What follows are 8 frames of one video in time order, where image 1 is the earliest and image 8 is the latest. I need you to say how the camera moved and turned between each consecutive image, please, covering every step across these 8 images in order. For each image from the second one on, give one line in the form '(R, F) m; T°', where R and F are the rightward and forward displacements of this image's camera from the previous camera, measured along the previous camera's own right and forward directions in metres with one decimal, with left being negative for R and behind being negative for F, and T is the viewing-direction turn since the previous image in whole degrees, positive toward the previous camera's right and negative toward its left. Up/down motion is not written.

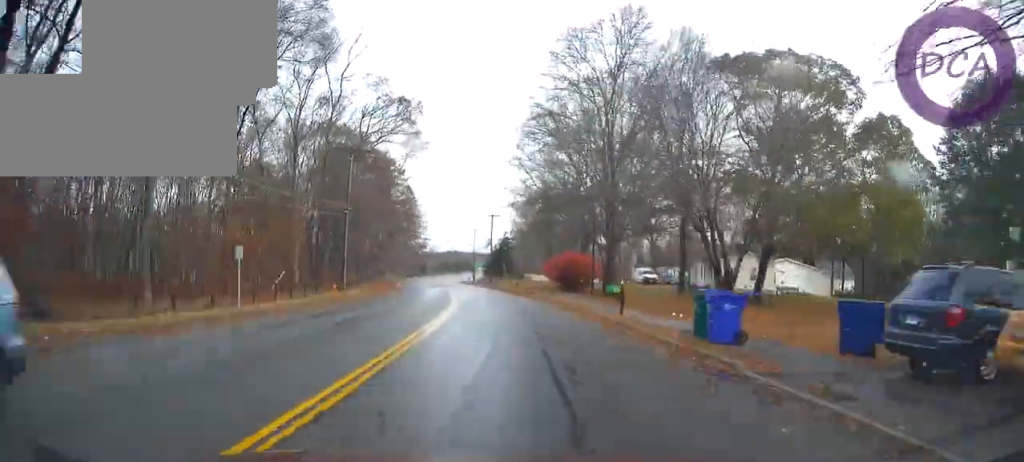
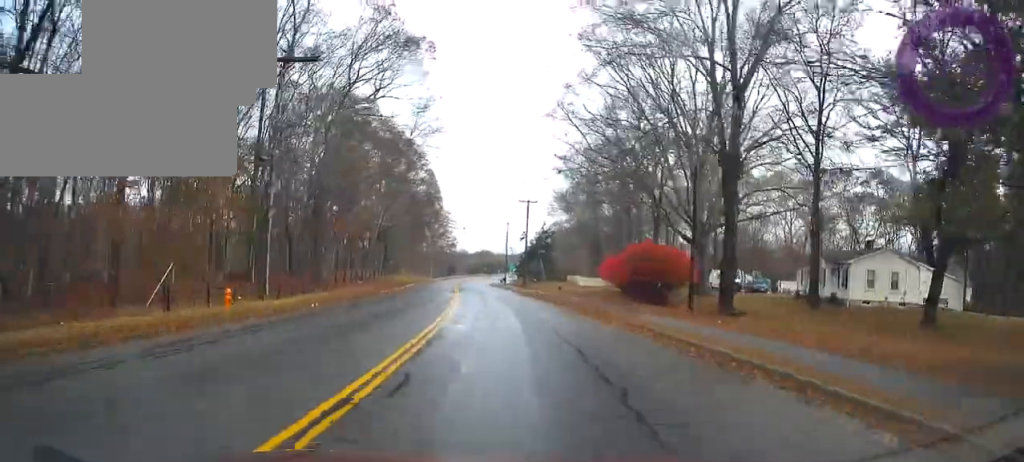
(-0.6, +20.0) m; -4°
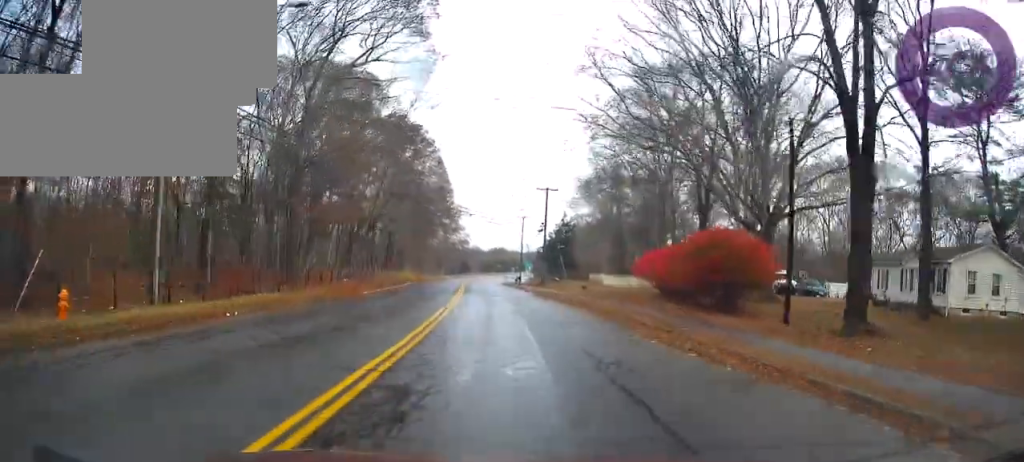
(-0.4, +10.2) m; -2°
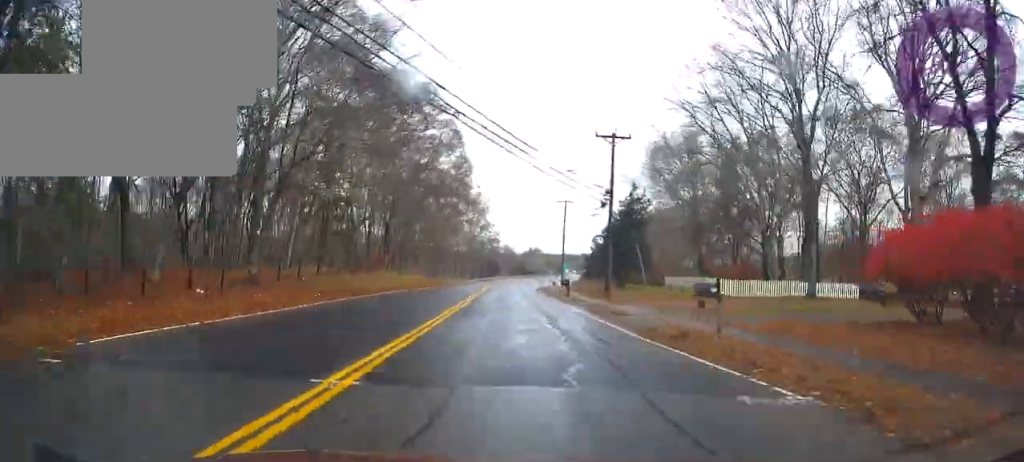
(-1.1, +28.4) m; -4°
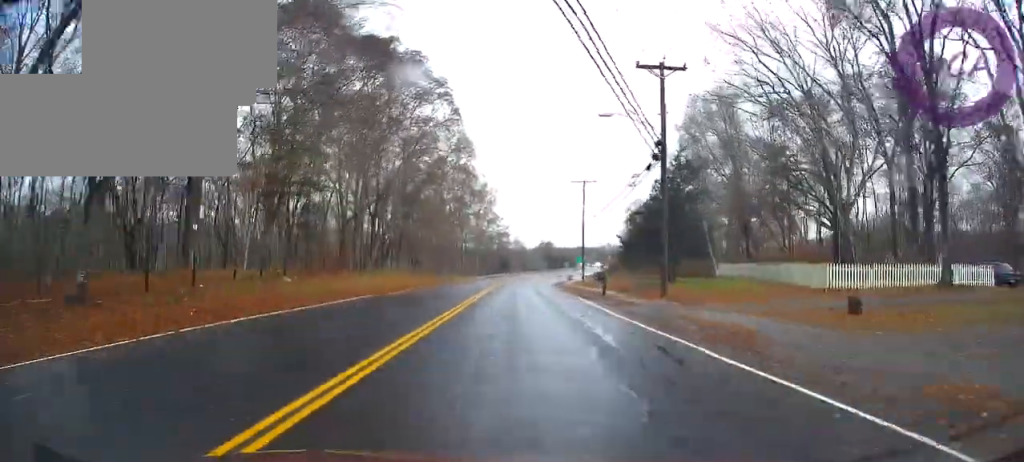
(-0.2, +14.1) m; -1°
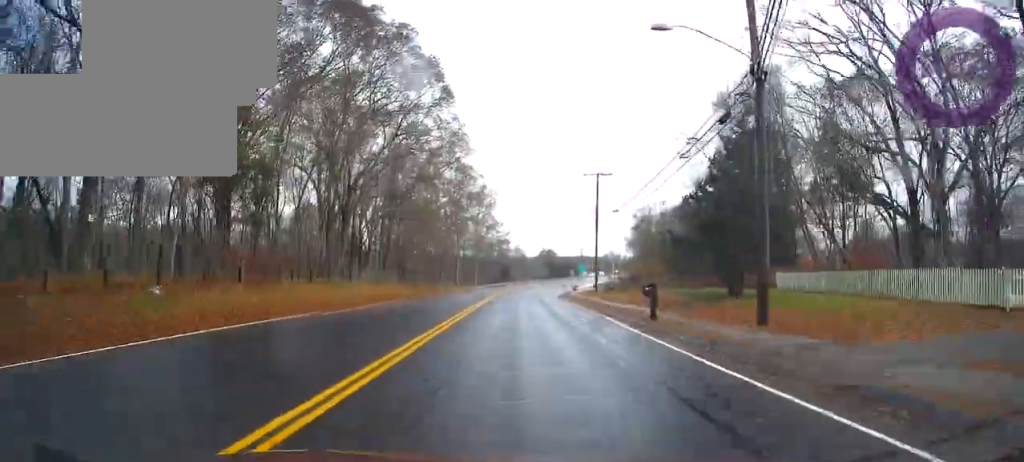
(-0.1, +13.1) m; 0°
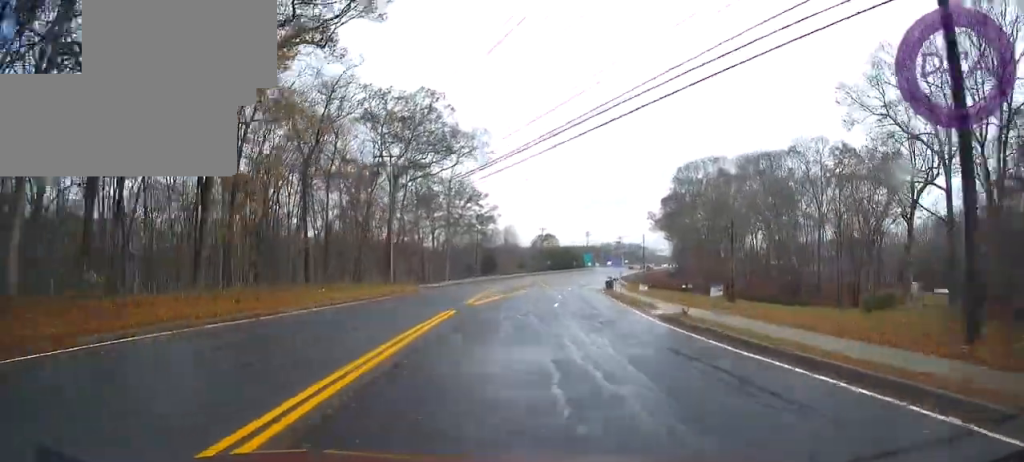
(+0.5, +59.0) m; +2°
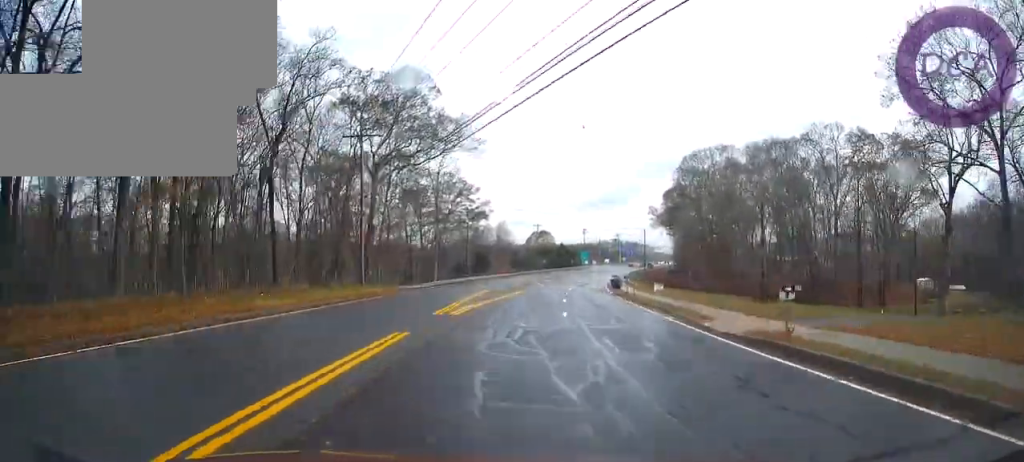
(0.0, +8.8) m; +1°
